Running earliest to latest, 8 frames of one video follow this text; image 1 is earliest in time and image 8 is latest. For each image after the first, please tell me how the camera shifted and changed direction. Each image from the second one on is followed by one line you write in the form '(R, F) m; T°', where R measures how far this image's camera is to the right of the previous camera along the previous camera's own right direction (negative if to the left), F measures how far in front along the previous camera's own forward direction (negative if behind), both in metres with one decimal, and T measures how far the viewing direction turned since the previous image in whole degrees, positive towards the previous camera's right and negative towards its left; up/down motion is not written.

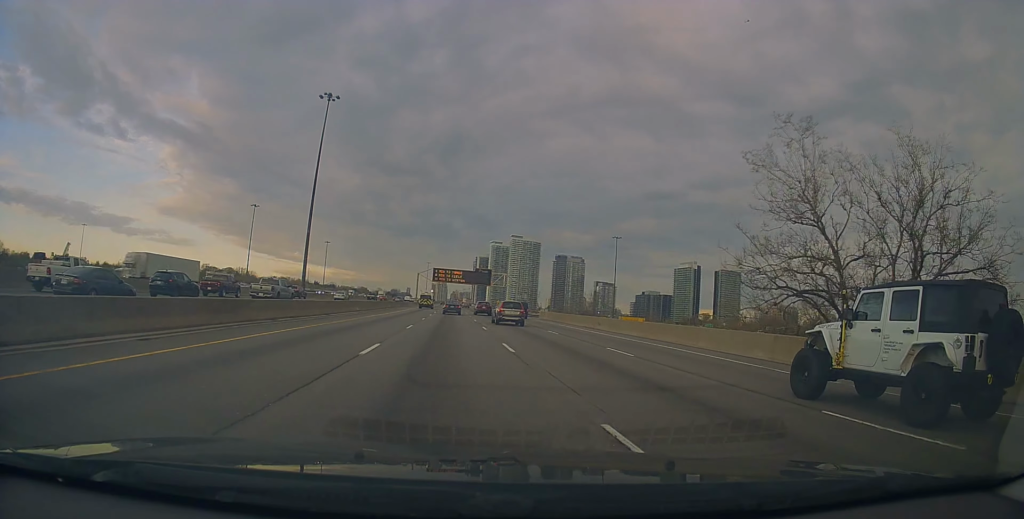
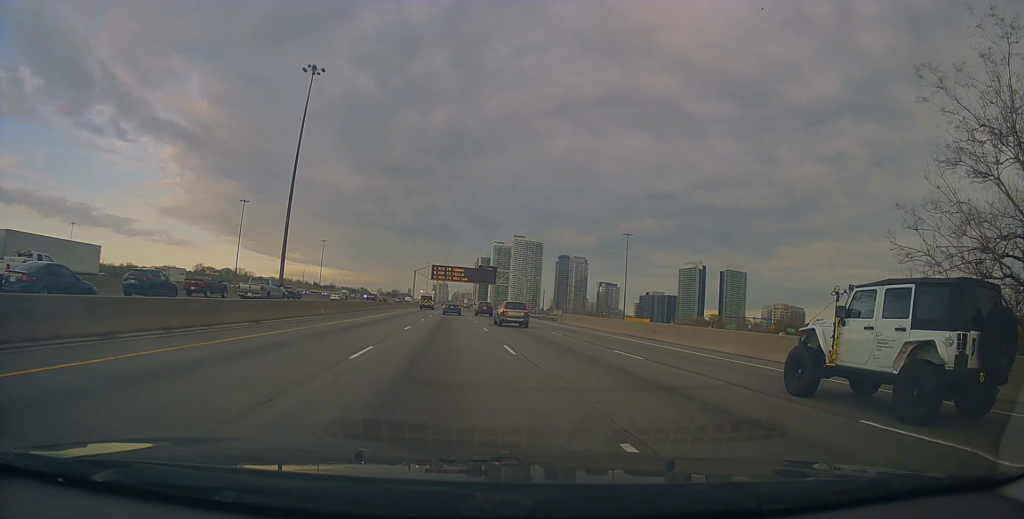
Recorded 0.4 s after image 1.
(-0.2, +12.6) m; 0°
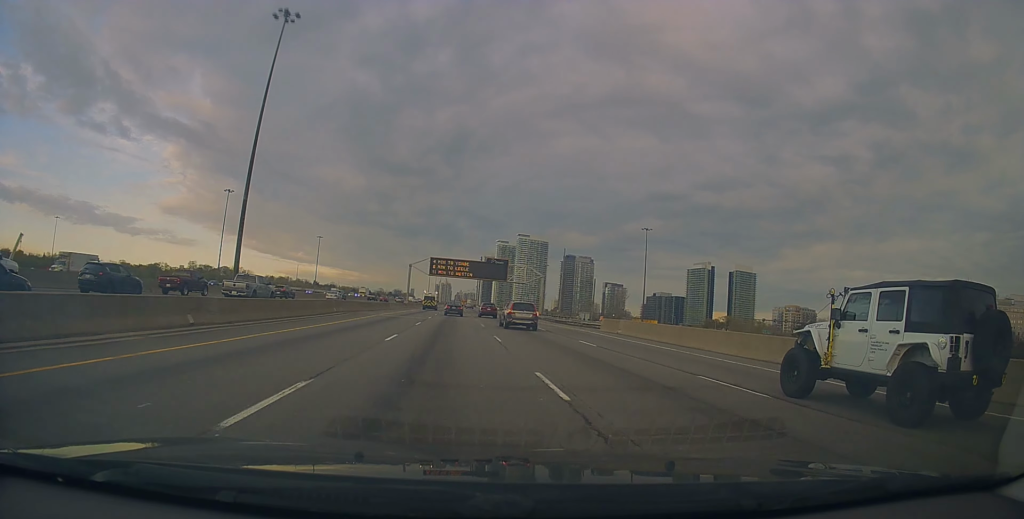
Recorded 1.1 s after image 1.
(-0.2, +19.2) m; 0°
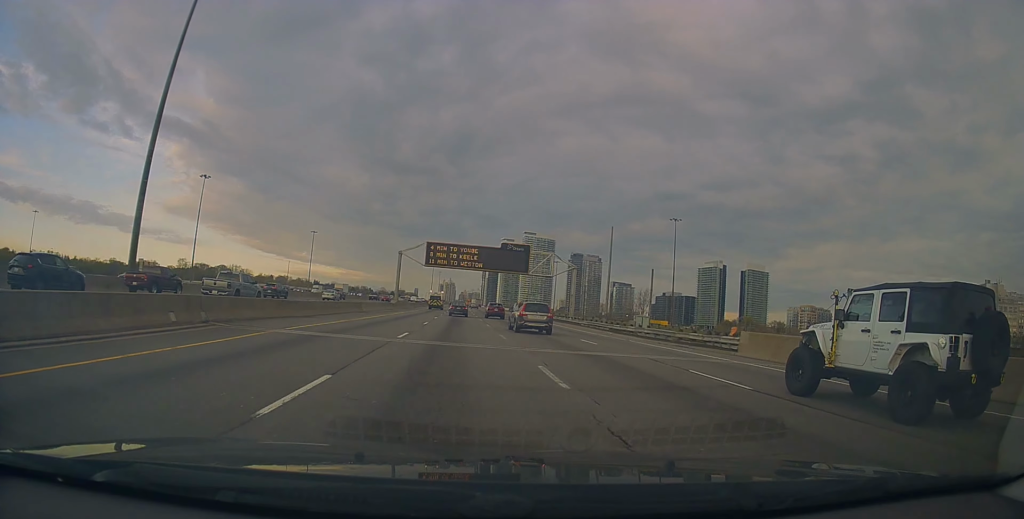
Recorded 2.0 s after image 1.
(+0.5, +23.3) m; 0°
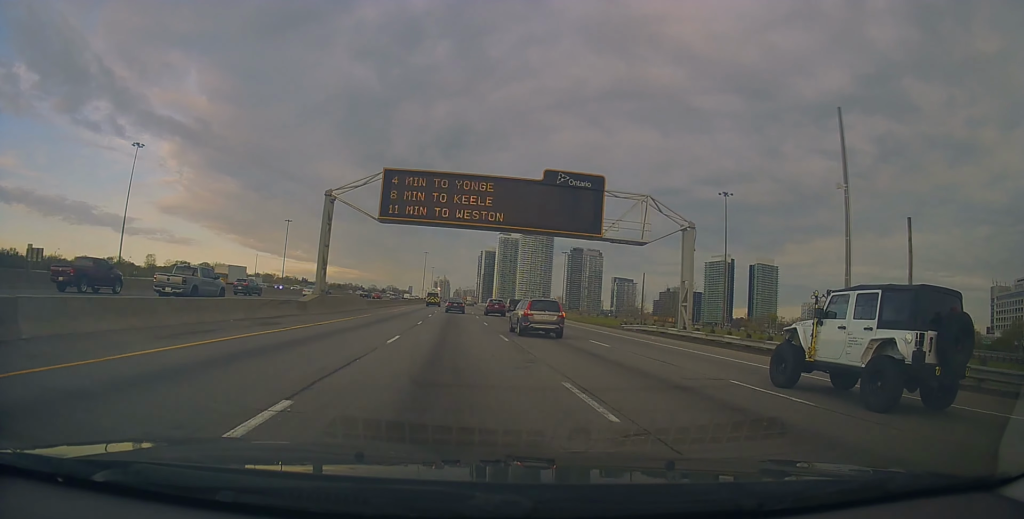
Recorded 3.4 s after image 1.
(-0.8, +38.3) m; -1°
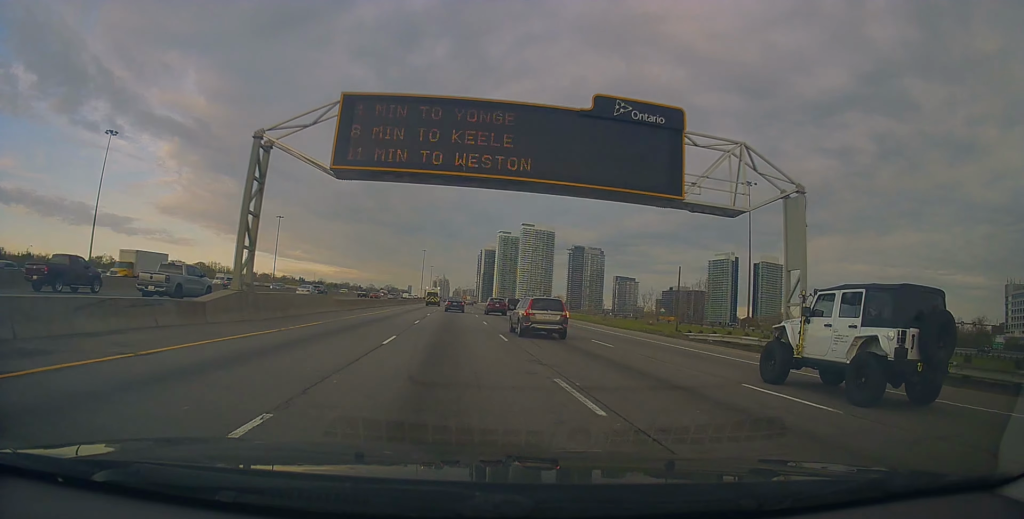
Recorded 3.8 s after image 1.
(-0.1, +13.3) m; +1°
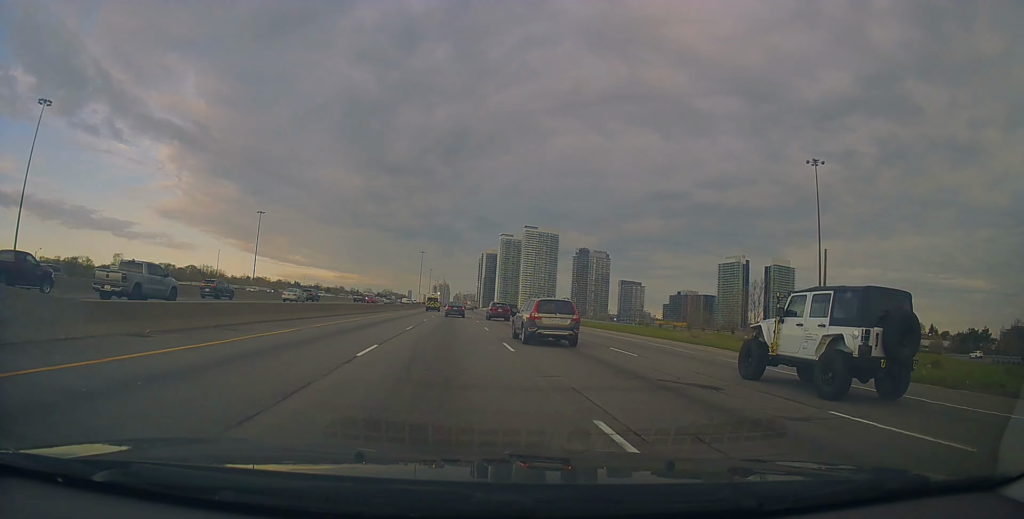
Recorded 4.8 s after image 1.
(+0.5, +26.9) m; +1°
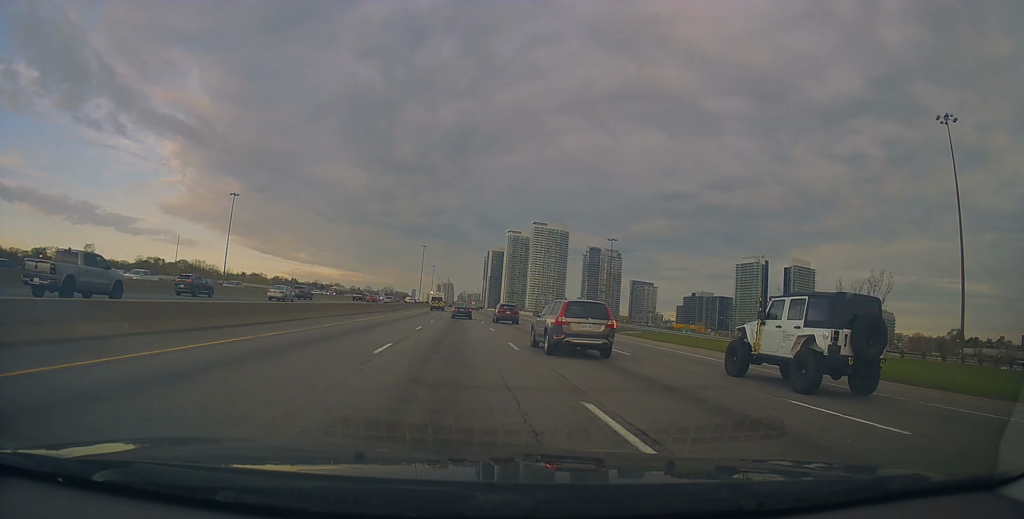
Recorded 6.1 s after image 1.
(-0.1, +35.6) m; -1°
